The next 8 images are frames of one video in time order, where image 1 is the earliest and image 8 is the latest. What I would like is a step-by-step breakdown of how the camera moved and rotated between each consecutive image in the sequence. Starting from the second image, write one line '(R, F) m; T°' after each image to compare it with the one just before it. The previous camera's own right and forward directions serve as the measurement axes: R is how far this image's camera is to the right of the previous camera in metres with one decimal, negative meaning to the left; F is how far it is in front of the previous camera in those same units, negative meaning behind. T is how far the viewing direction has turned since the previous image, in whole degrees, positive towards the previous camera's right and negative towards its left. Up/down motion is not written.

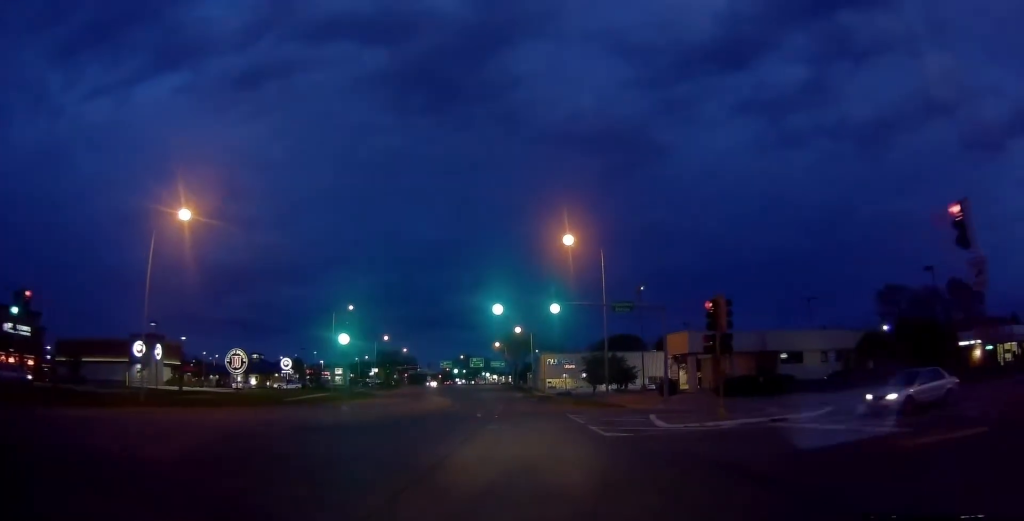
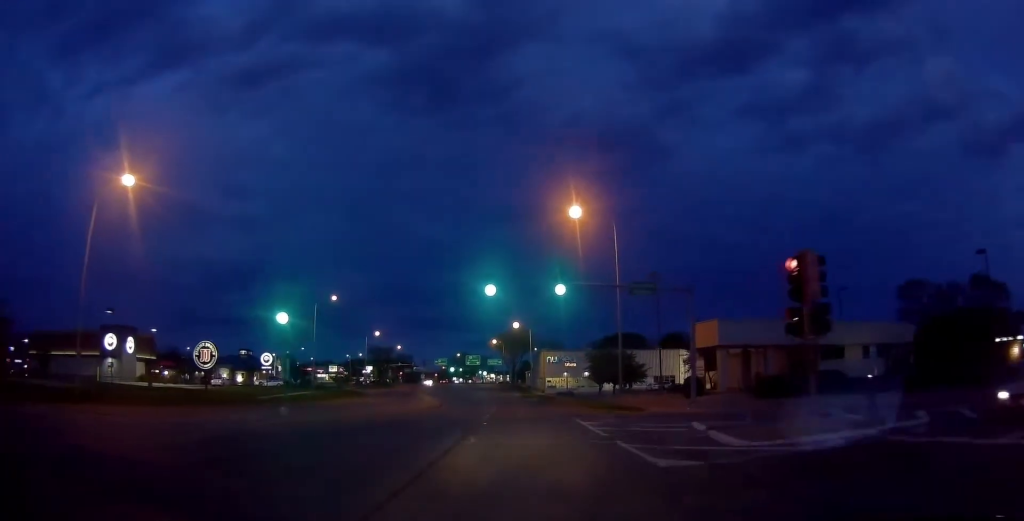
(+0.1, +7.2) m; 0°
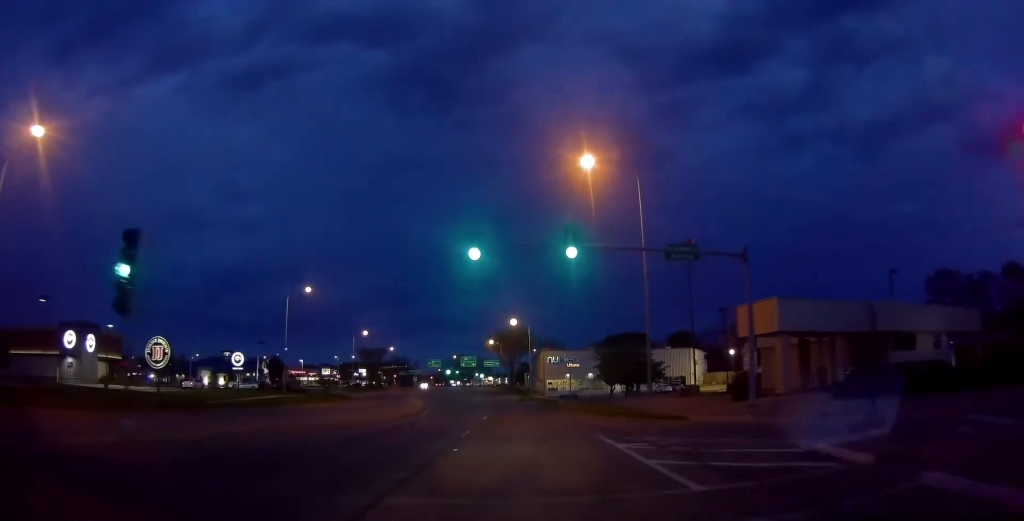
(-0.1, +8.8) m; -1°
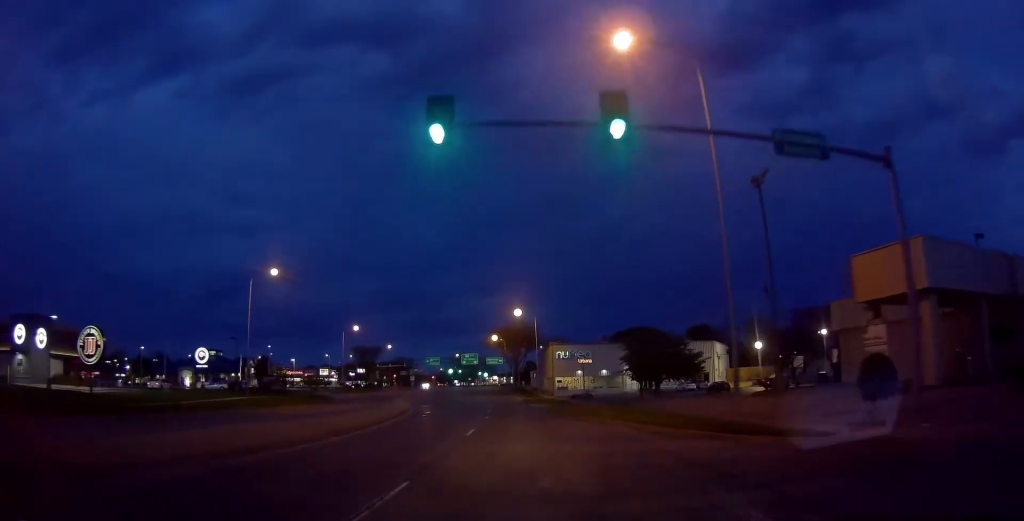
(-0.1, +10.9) m; -1°
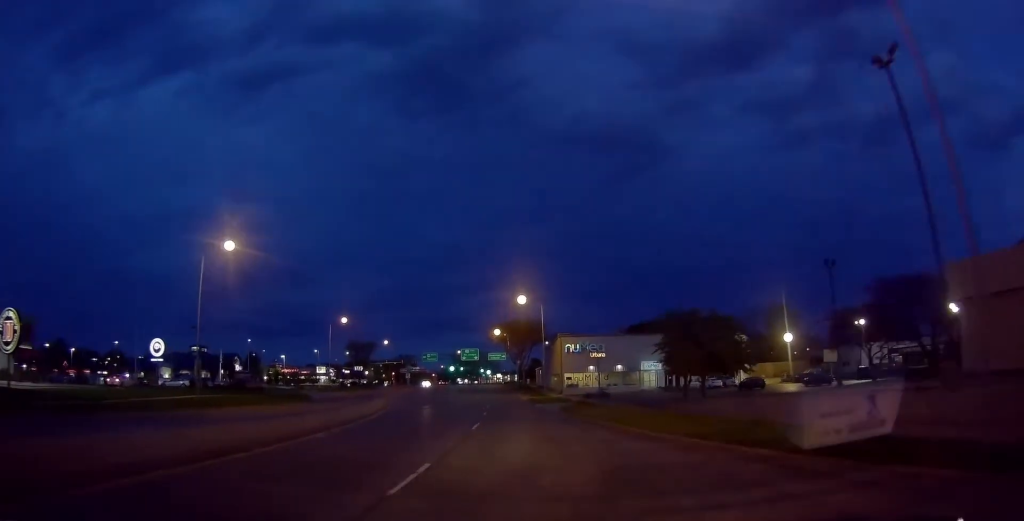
(0.0, +10.4) m; 0°
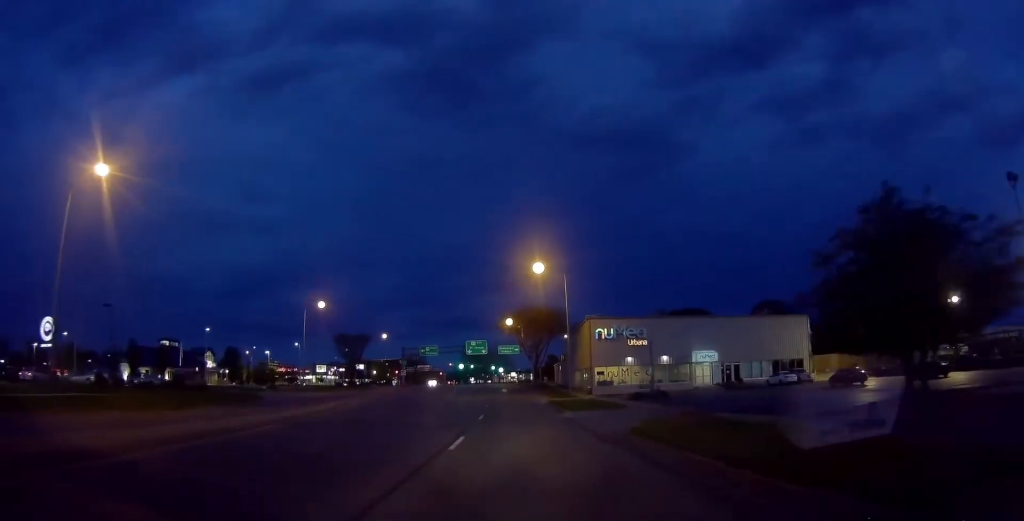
(0.0, +19.4) m; 0°
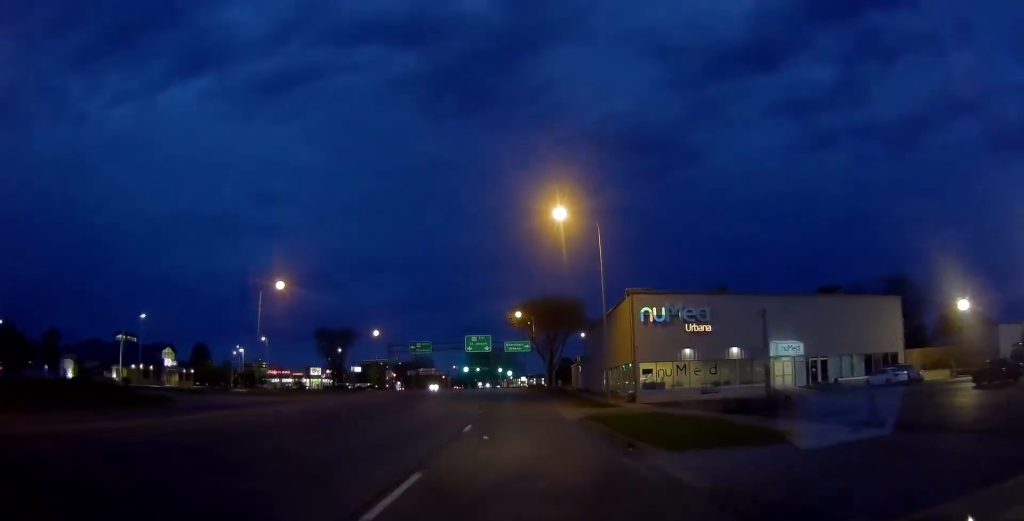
(-0.3, +18.8) m; -2°
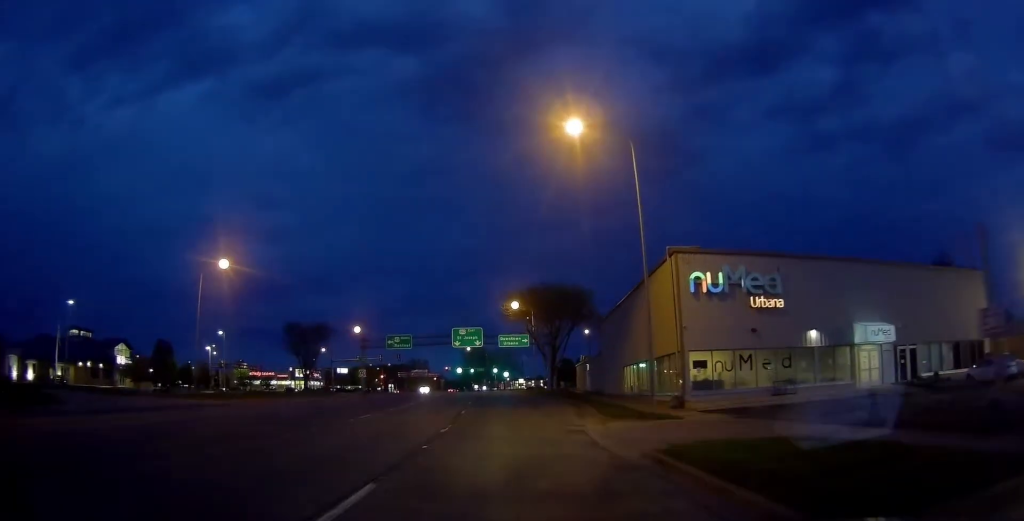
(-0.3, +13.4) m; 0°
